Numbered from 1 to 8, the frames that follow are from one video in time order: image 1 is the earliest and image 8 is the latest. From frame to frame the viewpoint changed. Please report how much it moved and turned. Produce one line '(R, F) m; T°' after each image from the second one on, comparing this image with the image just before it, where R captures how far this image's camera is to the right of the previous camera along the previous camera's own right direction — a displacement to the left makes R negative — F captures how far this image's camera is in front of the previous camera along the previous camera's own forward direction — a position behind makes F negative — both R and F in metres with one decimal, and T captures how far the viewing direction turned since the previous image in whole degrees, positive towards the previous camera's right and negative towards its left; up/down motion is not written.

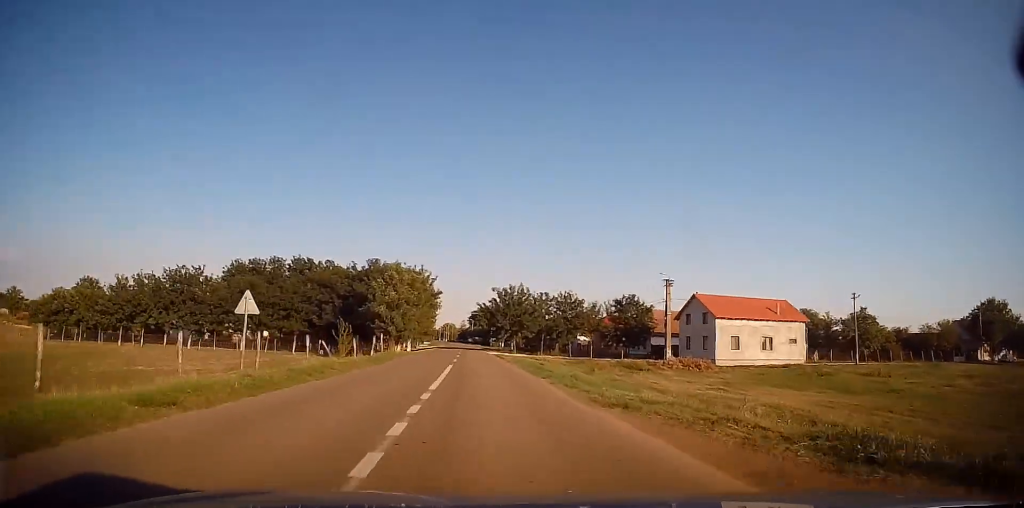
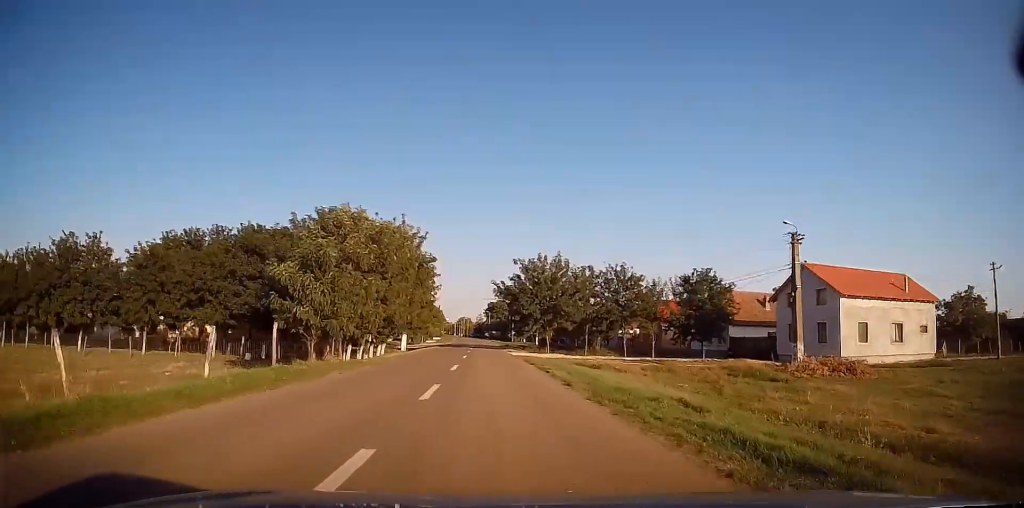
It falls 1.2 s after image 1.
(-0.1, +19.0) m; 0°
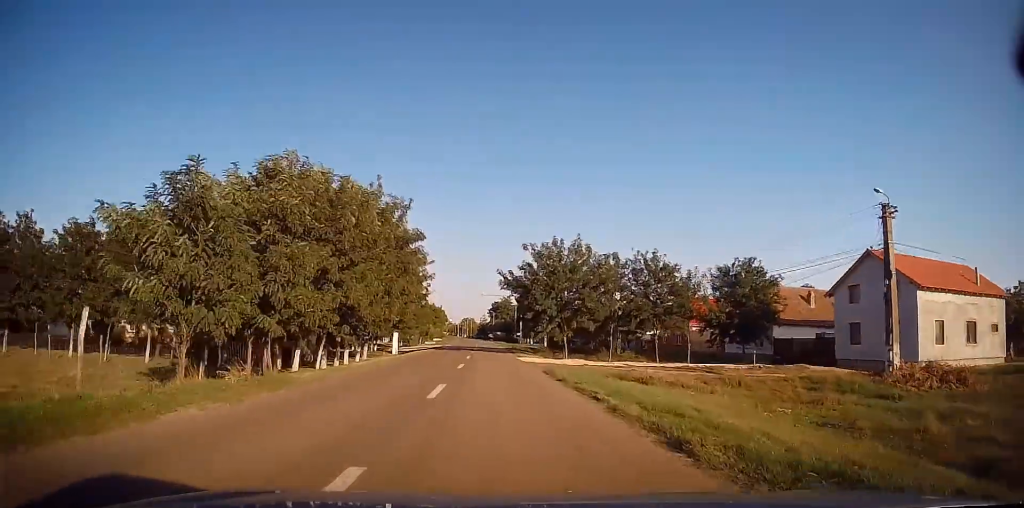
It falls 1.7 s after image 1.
(-0.1, +7.8) m; 0°
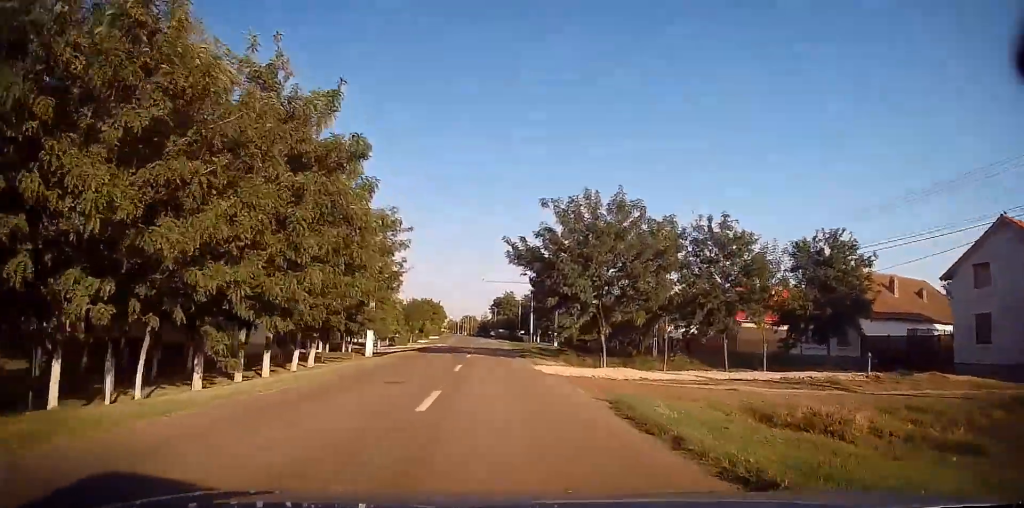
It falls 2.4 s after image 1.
(0.0, +11.5) m; -2°
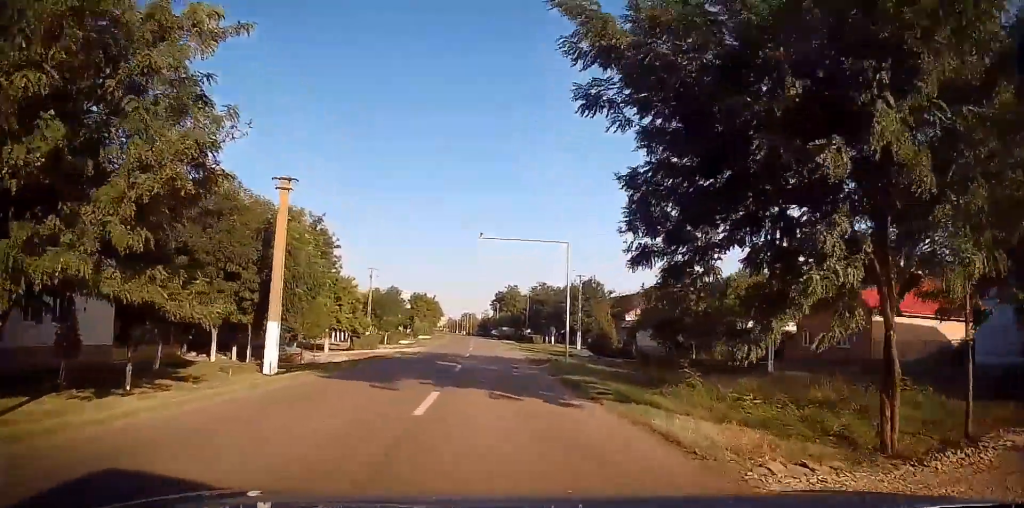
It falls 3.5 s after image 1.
(-0.6, +18.7) m; -1°
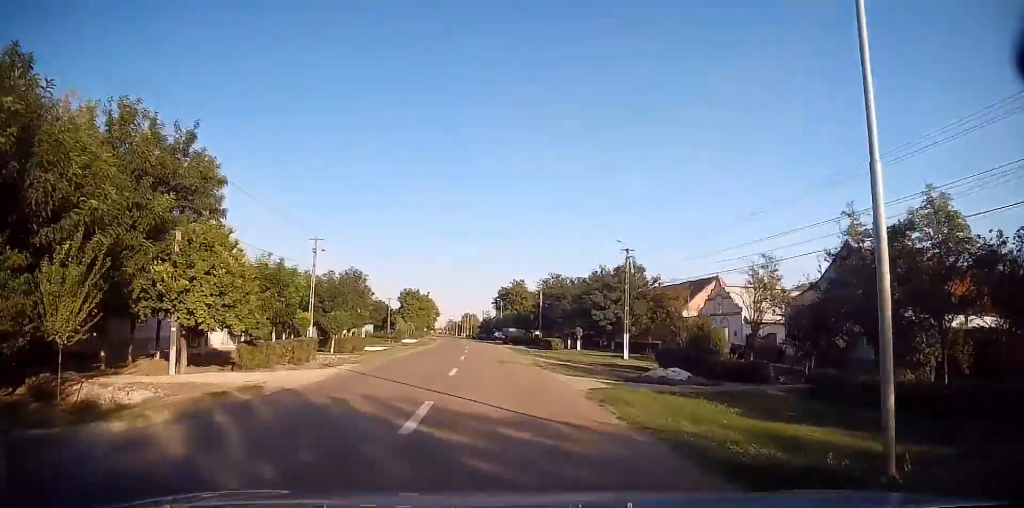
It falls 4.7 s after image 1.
(+0.4, +19.7) m; +1°
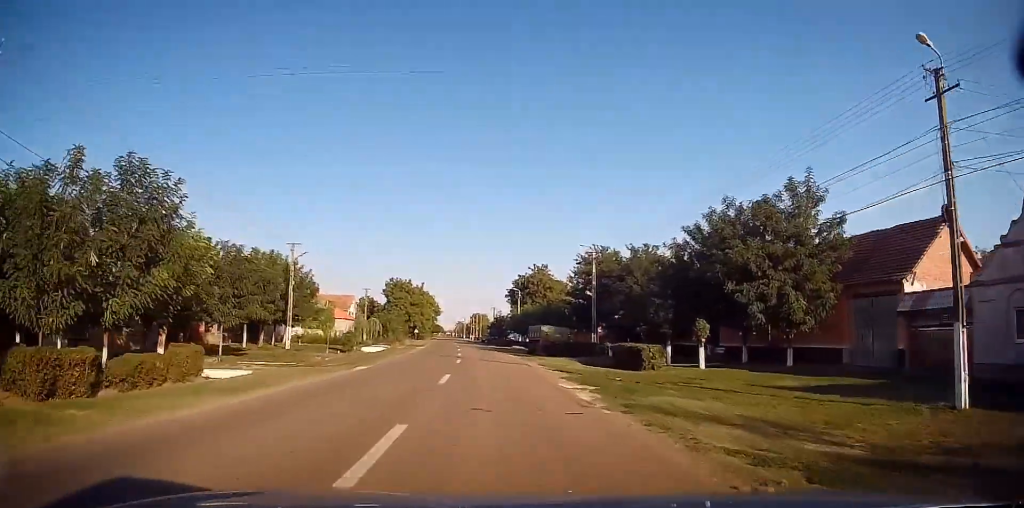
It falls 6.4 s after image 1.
(-0.6, +29.7) m; -2°
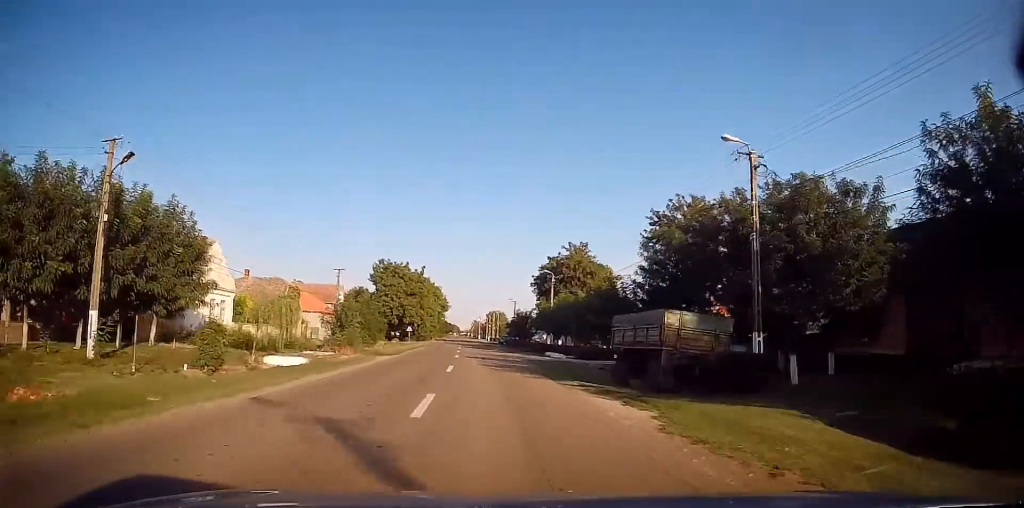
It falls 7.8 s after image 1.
(-0.3, +23.3) m; -2°
